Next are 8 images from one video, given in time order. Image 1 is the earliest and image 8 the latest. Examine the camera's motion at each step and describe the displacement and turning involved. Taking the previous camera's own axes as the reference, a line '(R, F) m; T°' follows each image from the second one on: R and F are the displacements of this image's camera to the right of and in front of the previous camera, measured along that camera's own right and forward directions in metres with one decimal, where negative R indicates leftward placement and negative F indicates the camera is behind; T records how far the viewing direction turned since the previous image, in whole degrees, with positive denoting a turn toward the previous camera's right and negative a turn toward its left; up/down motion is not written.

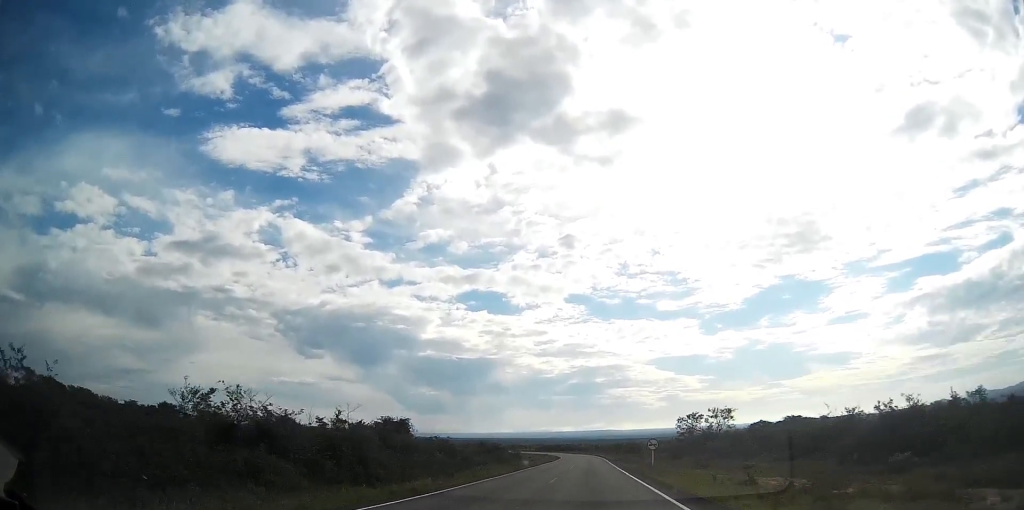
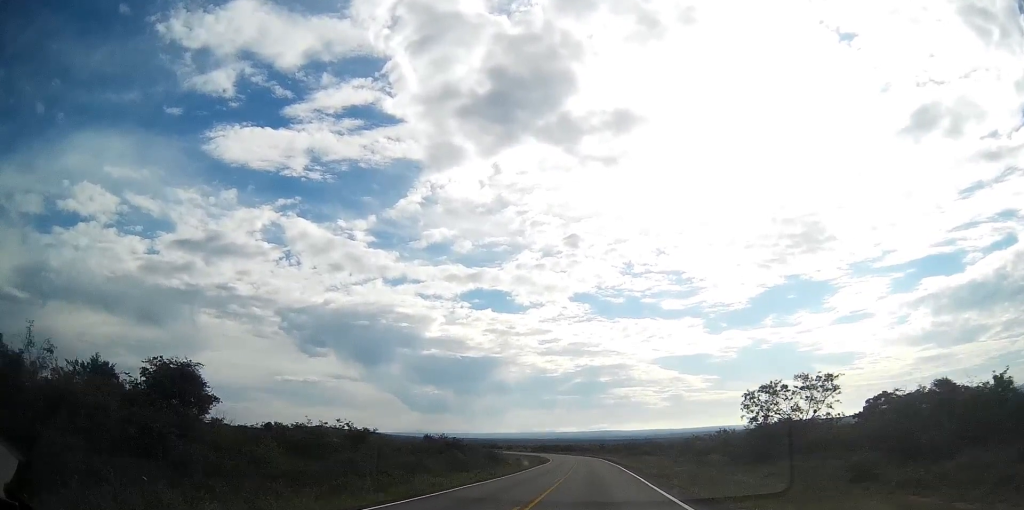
(0.0, +46.5) m; 0°
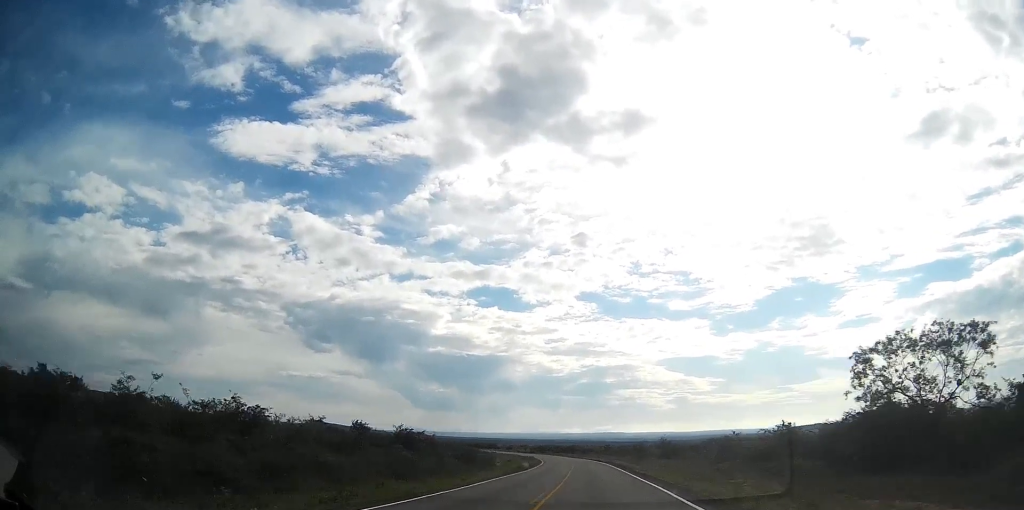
(0.0, +25.7) m; 0°
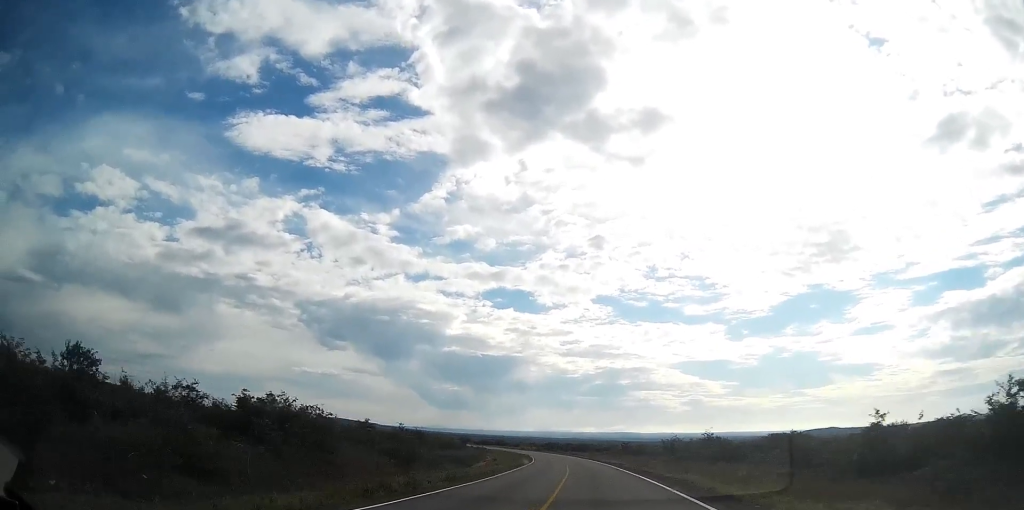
(-0.1, +36.8) m; -1°
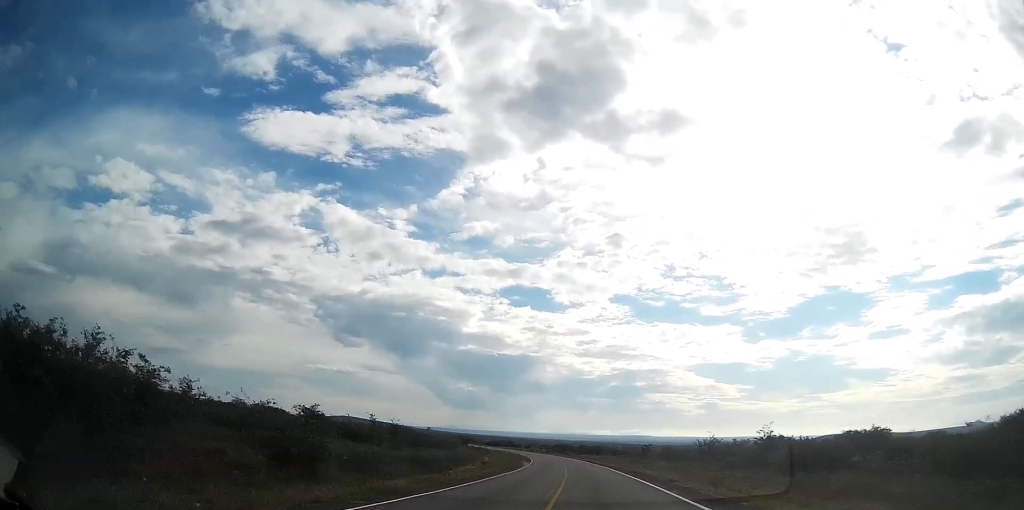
(-0.3, +23.9) m; -1°
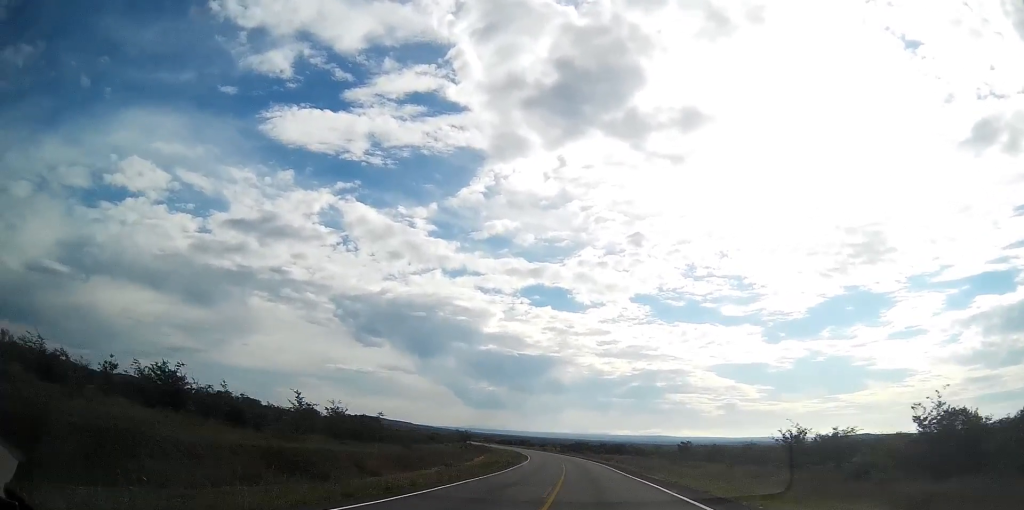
(-0.4, +33.4) m; -1°
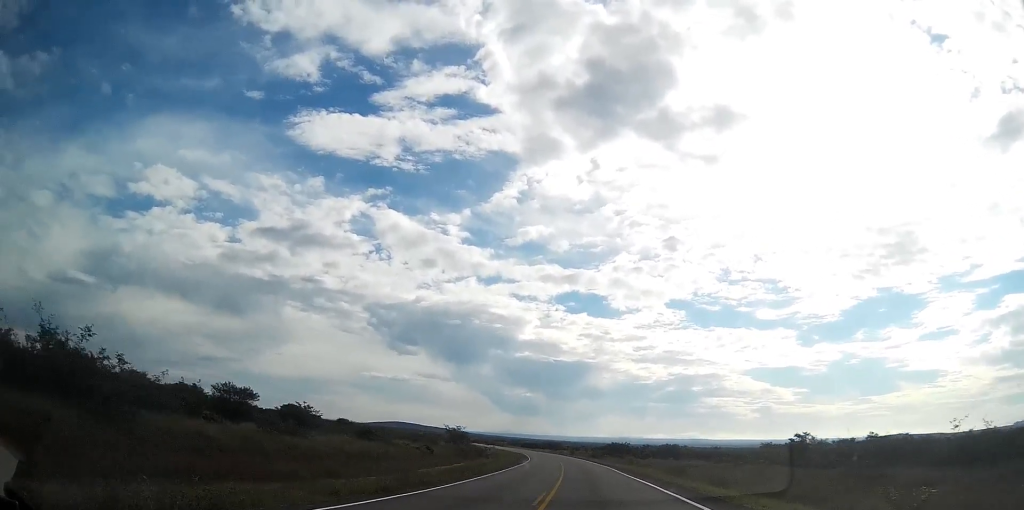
(-0.9, +49.1) m; -3°
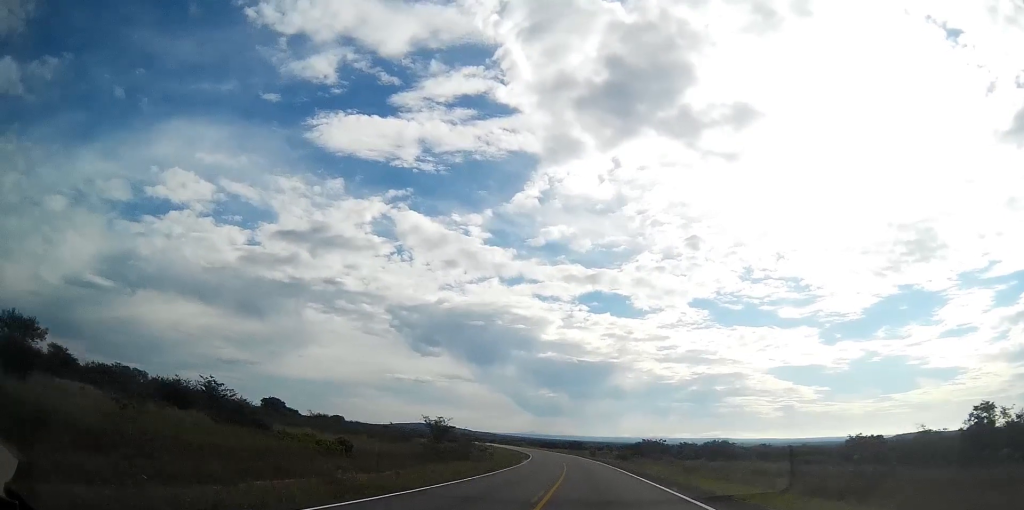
(-0.6, +31.7) m; -2°
